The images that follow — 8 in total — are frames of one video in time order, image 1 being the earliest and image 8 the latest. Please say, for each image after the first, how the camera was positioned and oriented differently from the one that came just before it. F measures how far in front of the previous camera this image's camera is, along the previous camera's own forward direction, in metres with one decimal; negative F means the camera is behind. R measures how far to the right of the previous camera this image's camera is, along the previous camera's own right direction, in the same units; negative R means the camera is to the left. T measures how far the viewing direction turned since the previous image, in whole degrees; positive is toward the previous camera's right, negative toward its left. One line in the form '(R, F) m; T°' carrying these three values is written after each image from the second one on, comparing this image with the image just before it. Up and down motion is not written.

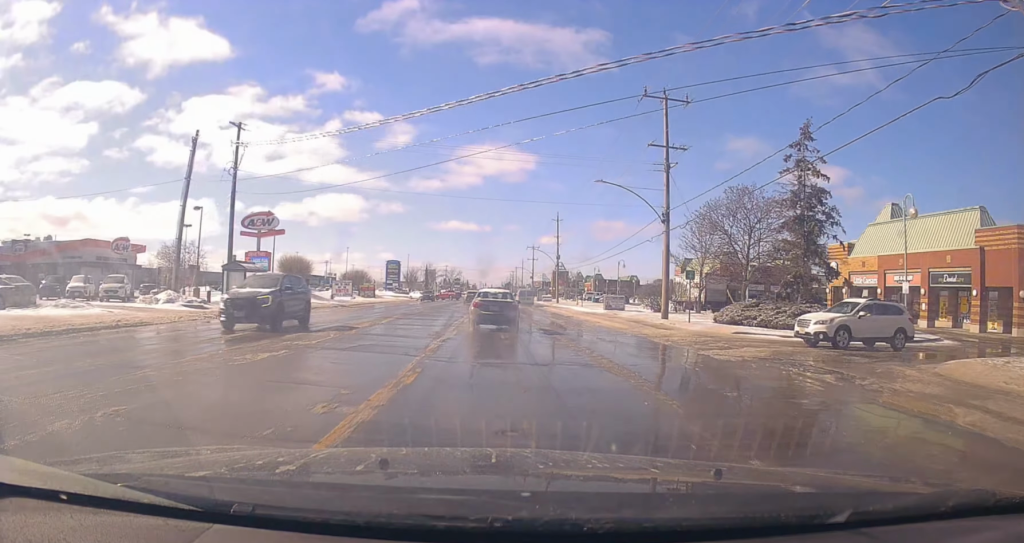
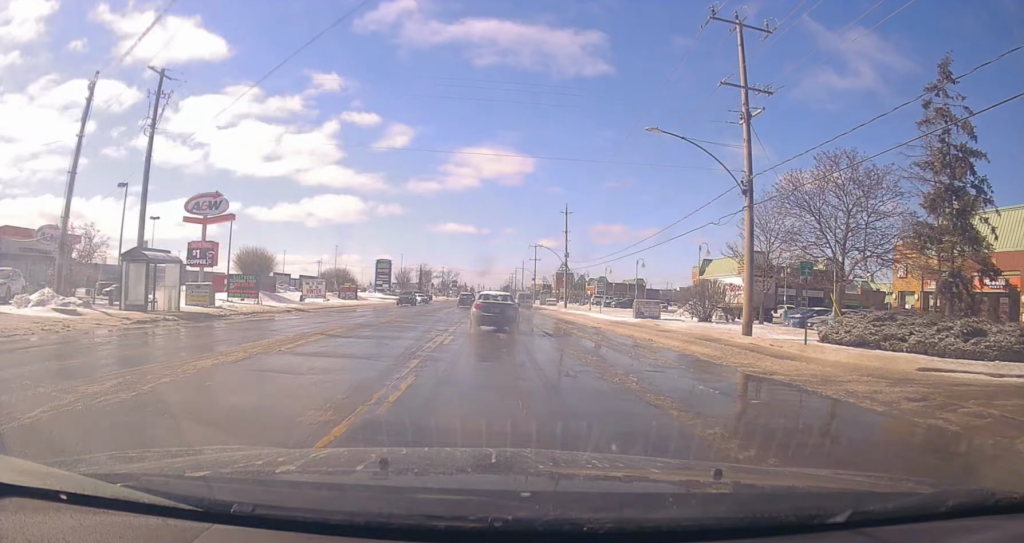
(-0.1, +11.2) m; -3°
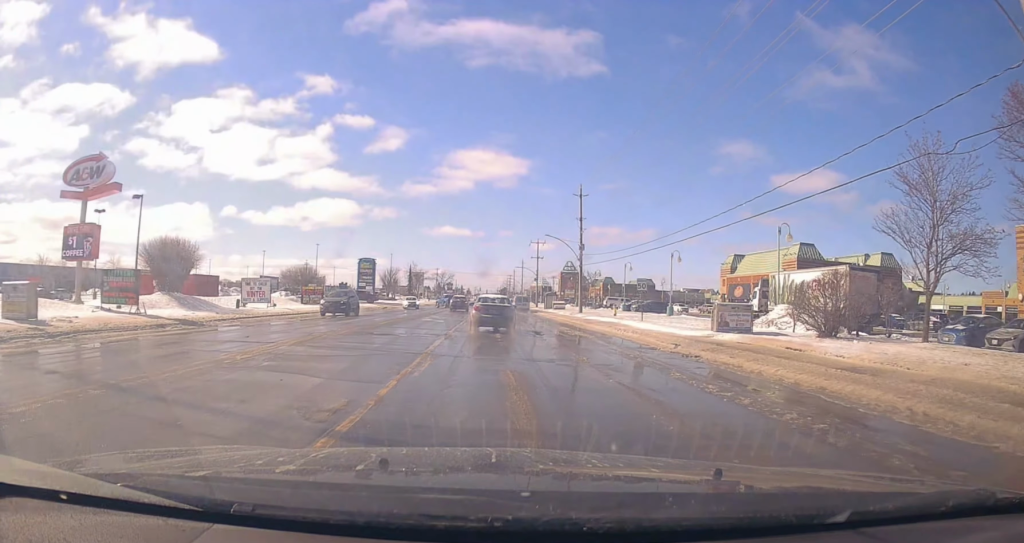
(-0.4, +15.0) m; 0°
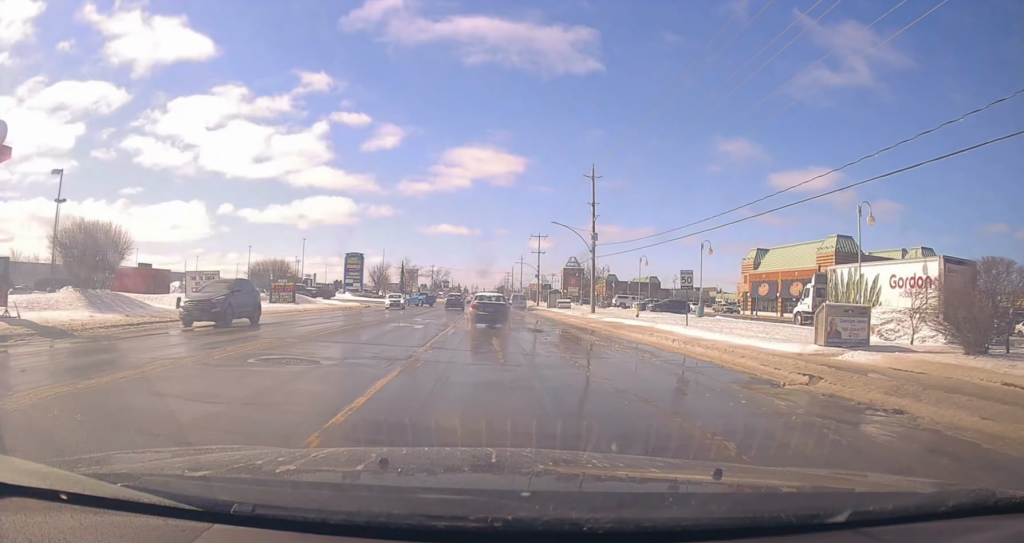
(+0.3, +8.7) m; +2°
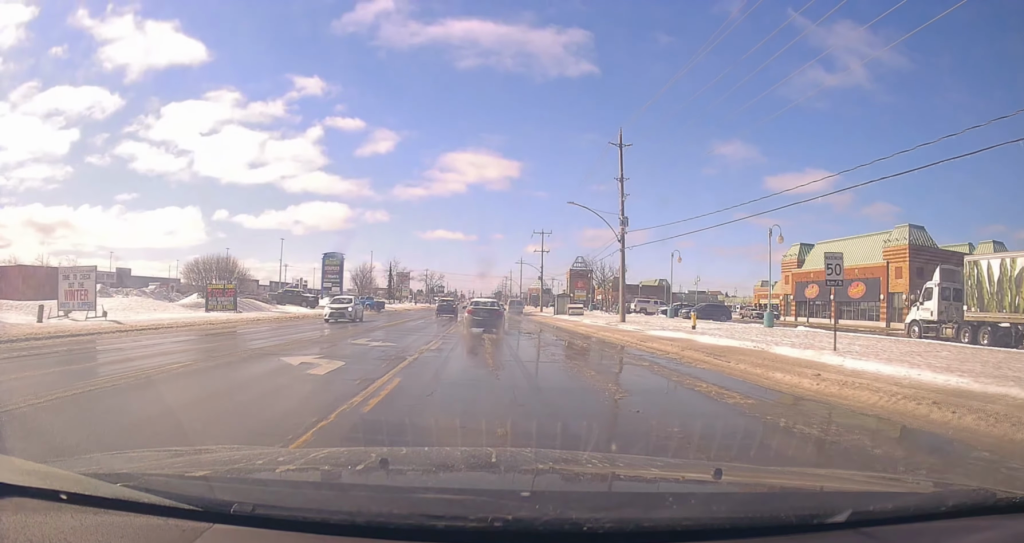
(-0.1, +12.6) m; +1°
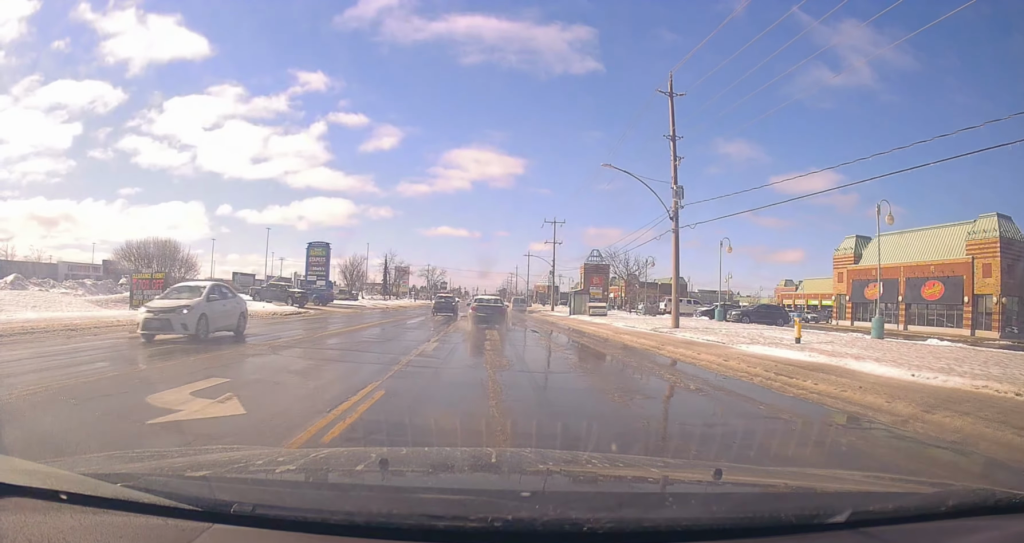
(+0.3, +10.7) m; -1°
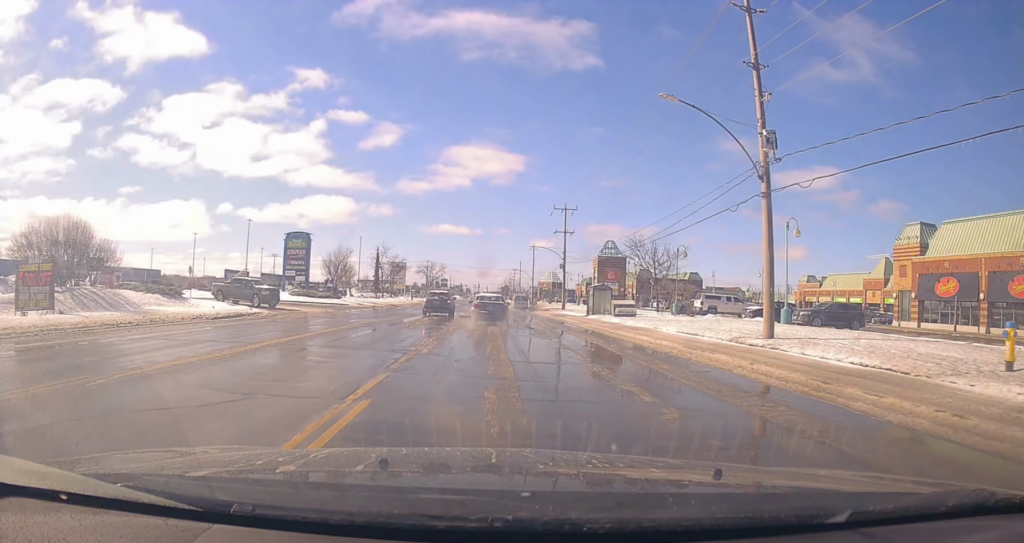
(-0.4, +10.0) m; -1°
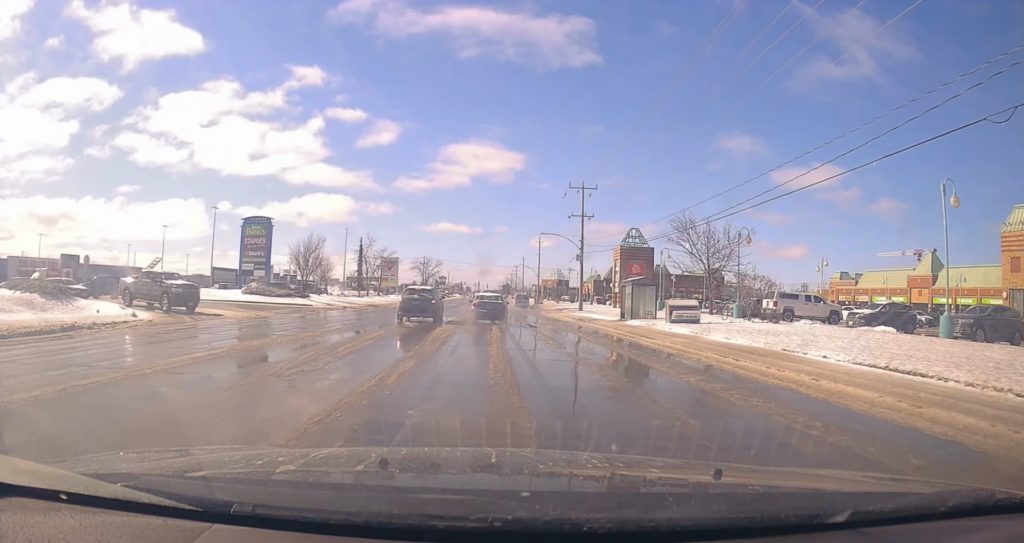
(+0.2, +13.6) m; 0°
